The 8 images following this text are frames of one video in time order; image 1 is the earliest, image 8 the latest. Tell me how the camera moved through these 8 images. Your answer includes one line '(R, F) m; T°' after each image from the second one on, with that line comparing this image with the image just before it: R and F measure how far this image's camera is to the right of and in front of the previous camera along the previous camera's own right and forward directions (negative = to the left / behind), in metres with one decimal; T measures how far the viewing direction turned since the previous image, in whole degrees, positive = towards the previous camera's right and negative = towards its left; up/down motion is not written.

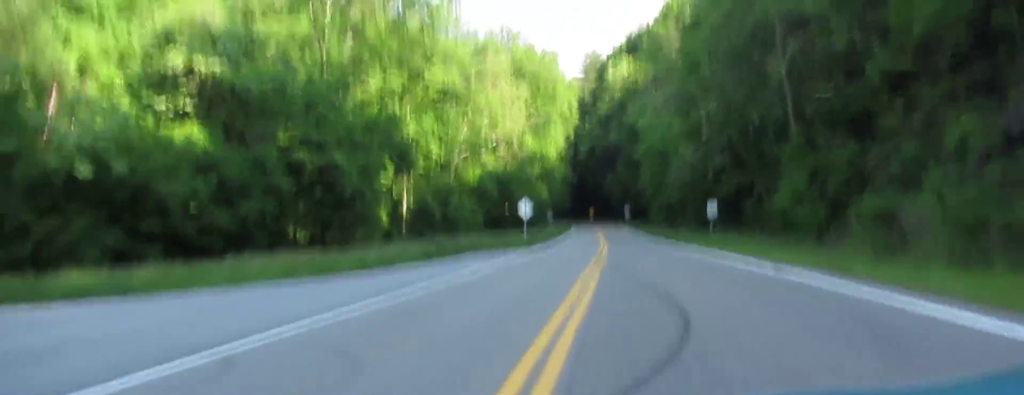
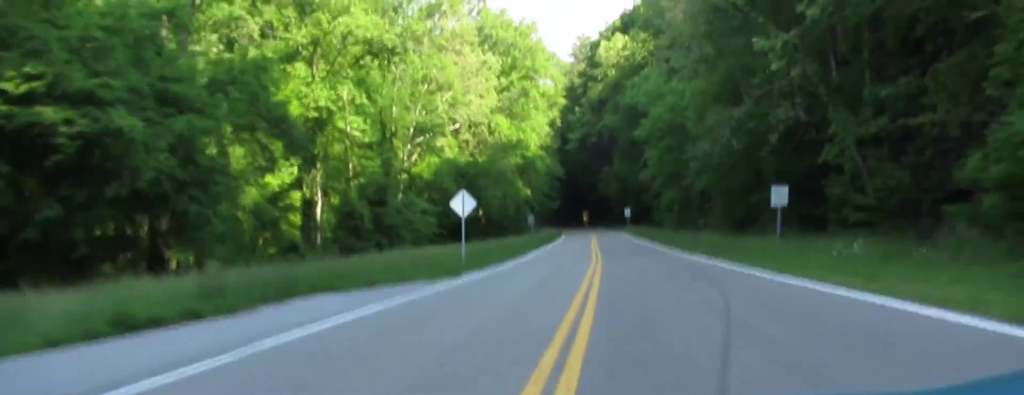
(-0.1, +22.8) m; 0°
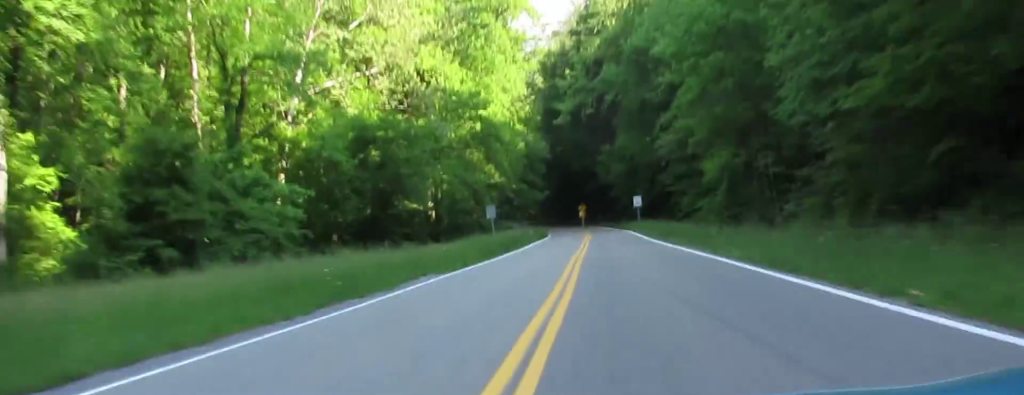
(-0.1, +26.7) m; 0°
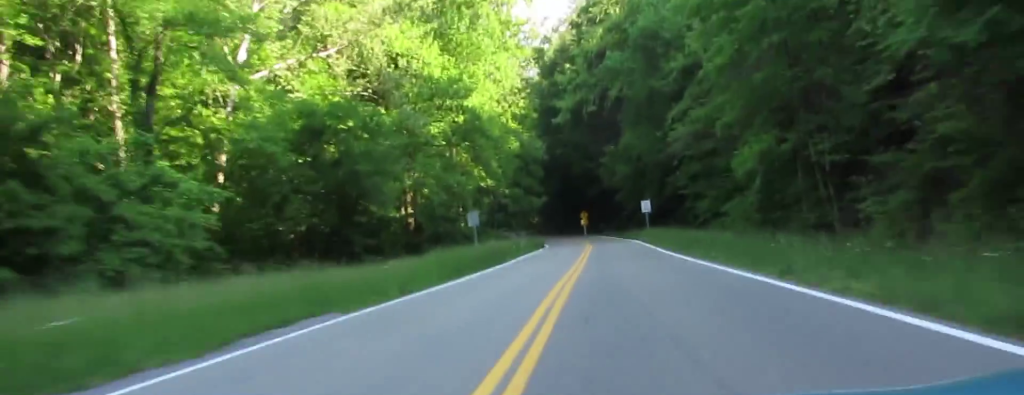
(0.0, +8.6) m; 0°
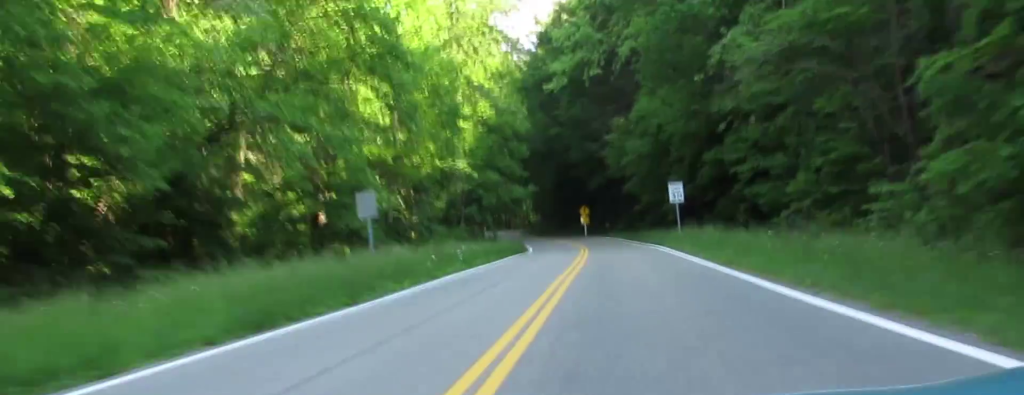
(-0.1, +23.9) m; 0°
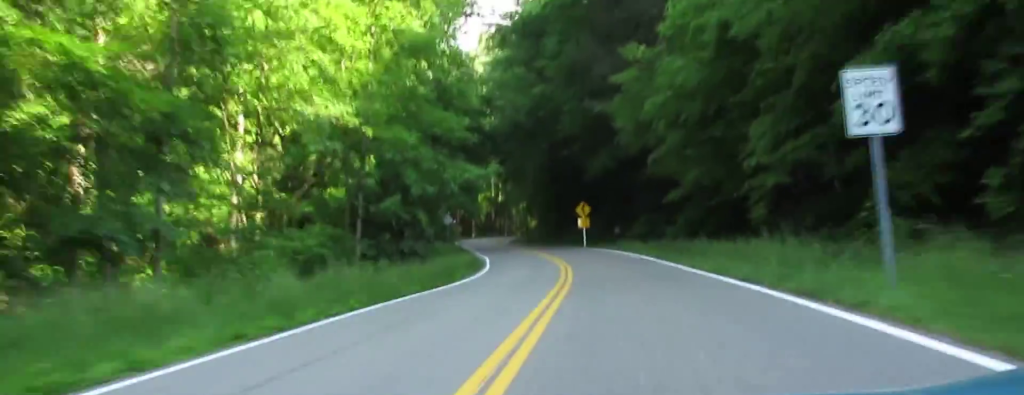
(-0.2, +33.8) m; -2°
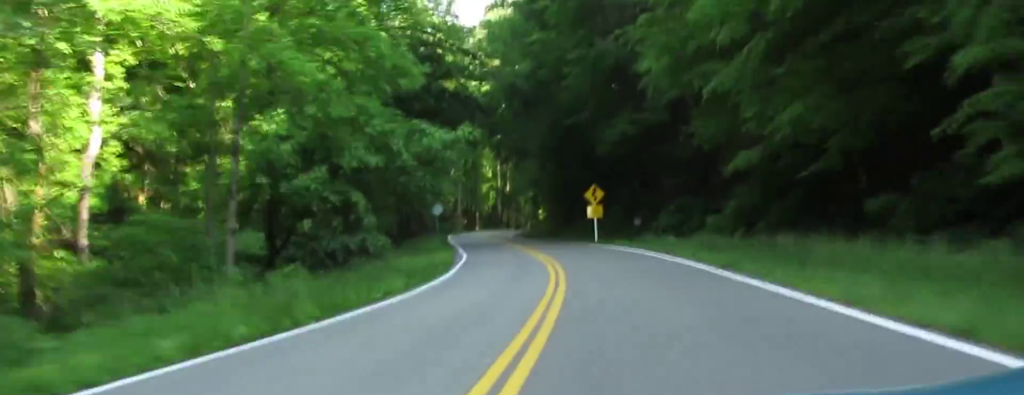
(-0.2, +18.5) m; -2°
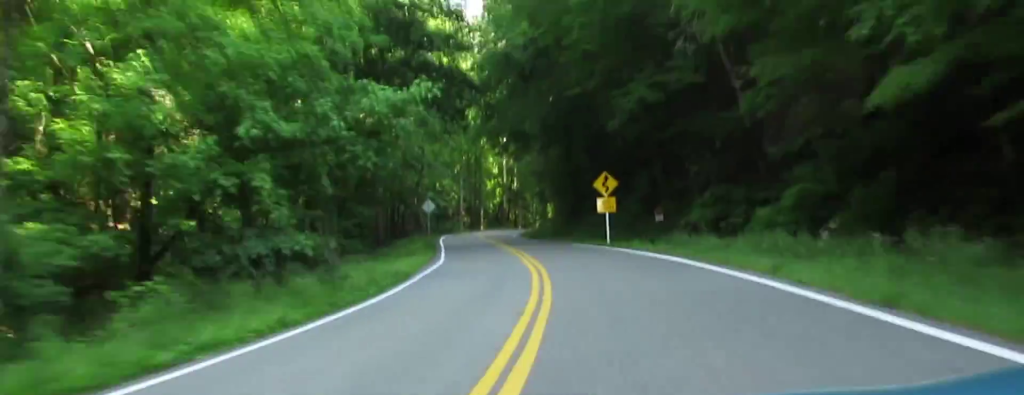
(-0.1, +13.7) m; -2°
